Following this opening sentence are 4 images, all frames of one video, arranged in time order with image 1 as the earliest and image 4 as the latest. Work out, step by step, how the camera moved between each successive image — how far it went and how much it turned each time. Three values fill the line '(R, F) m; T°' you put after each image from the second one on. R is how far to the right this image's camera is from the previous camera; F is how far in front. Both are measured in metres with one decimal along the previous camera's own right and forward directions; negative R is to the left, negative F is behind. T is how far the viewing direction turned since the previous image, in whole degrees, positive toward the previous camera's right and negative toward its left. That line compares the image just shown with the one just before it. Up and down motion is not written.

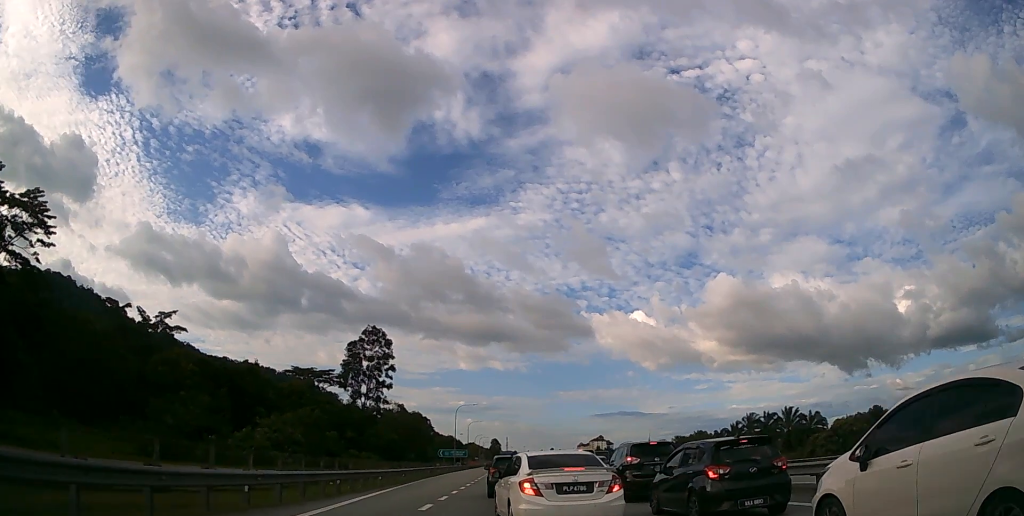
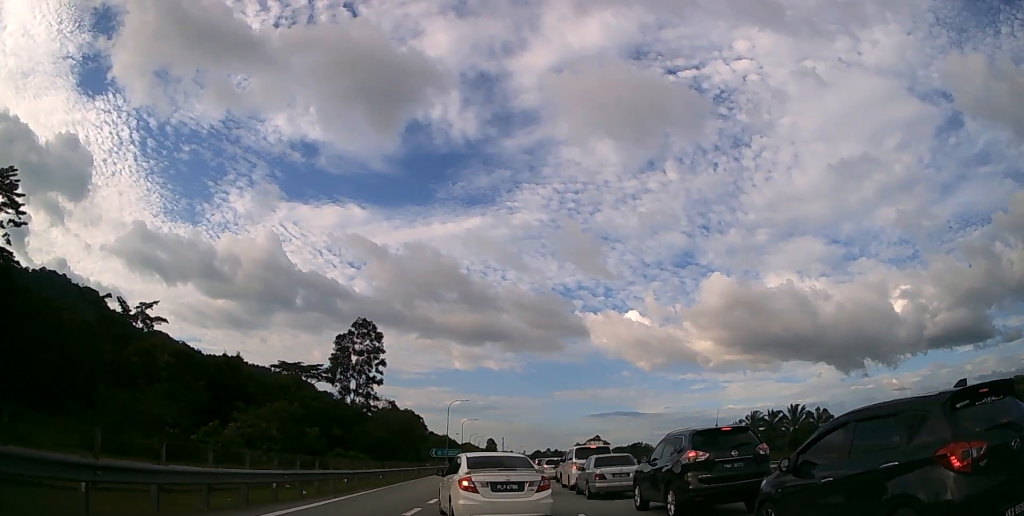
(0.0, +6.1) m; -1°
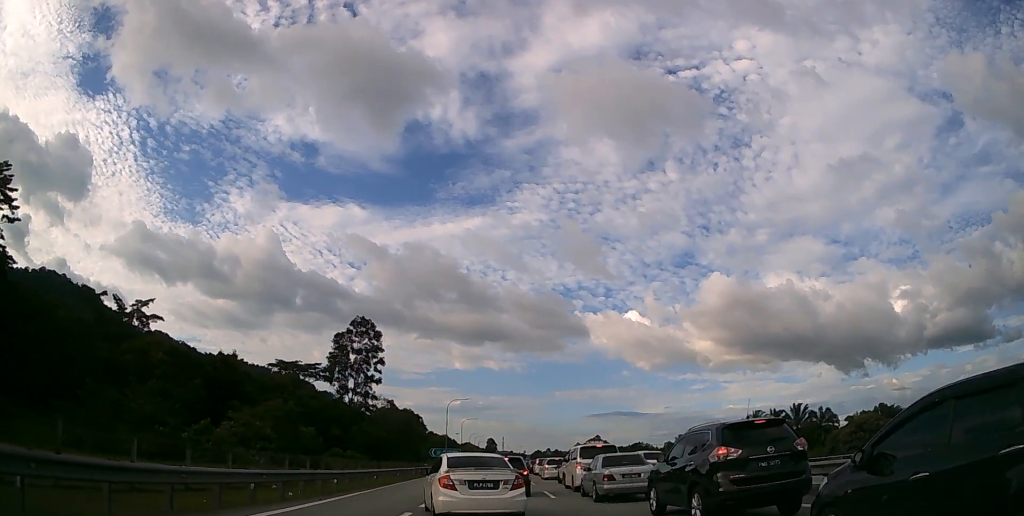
(0.0, +1.5) m; 0°
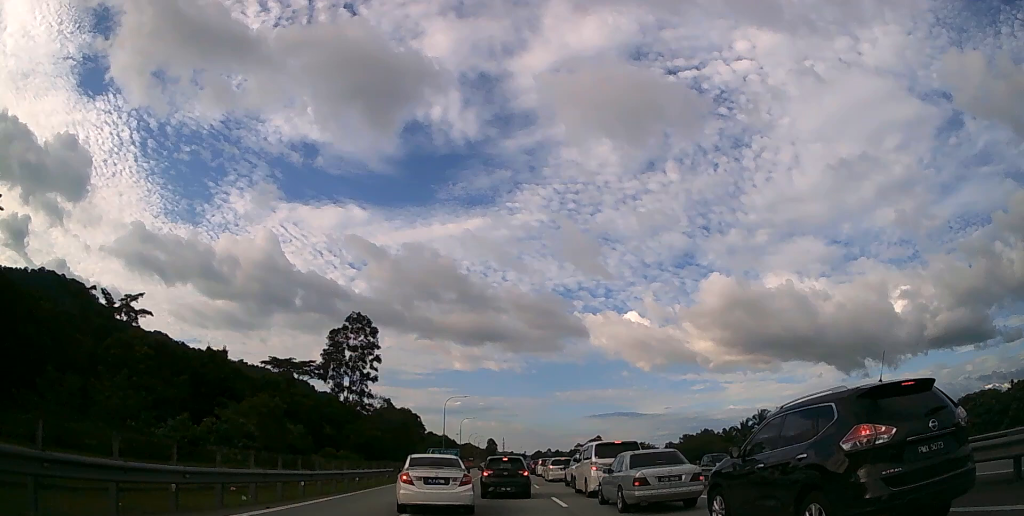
(0.0, +3.5) m; 0°
